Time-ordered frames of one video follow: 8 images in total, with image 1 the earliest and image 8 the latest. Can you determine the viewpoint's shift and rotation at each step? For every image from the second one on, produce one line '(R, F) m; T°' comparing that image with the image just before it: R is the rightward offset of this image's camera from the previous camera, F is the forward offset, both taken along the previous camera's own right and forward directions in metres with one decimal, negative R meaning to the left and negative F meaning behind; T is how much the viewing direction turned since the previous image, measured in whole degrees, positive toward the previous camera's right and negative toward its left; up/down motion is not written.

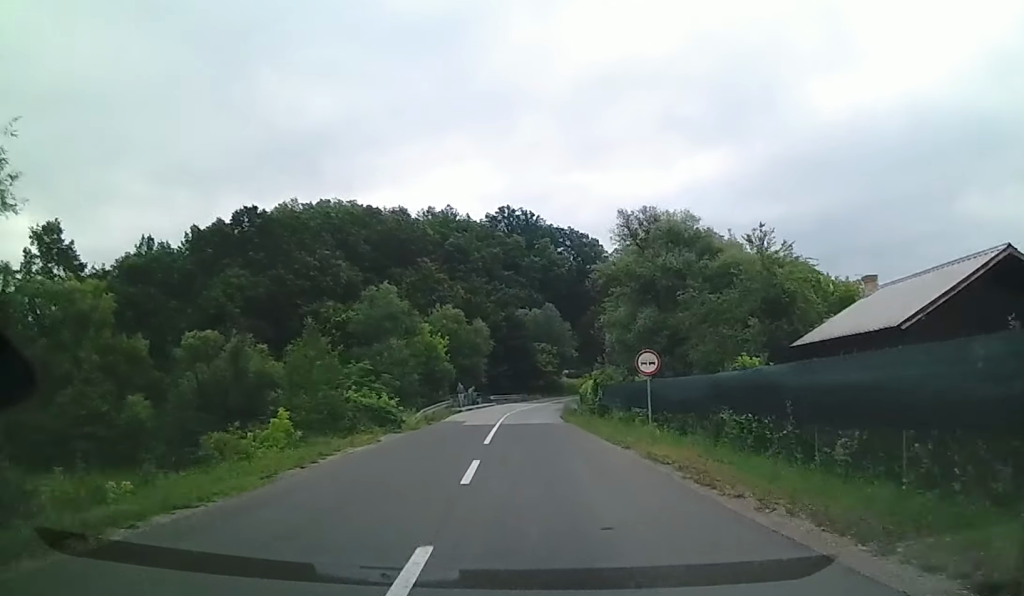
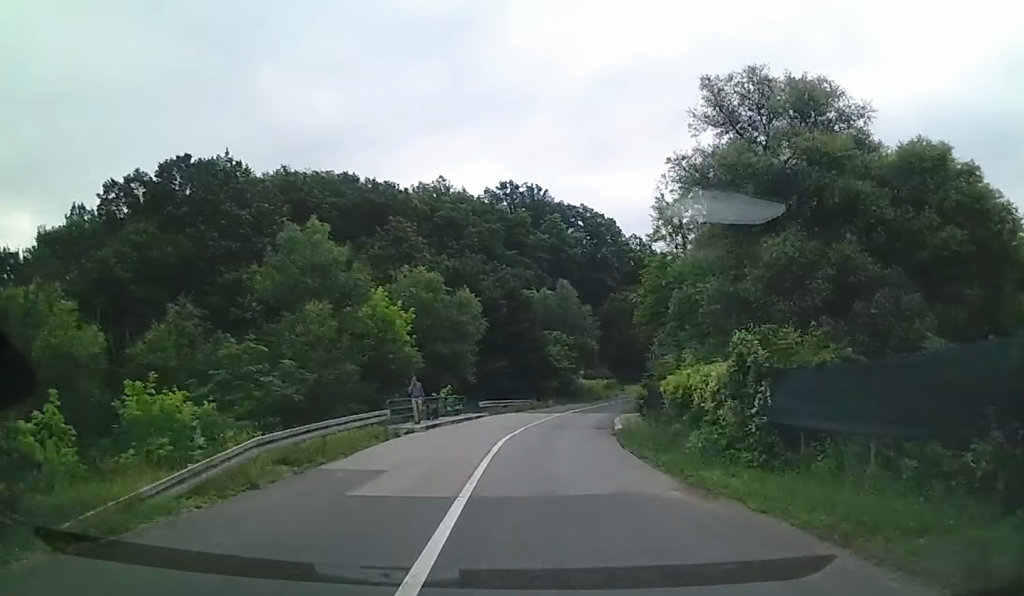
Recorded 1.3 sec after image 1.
(-0.2, +22.6) m; +1°
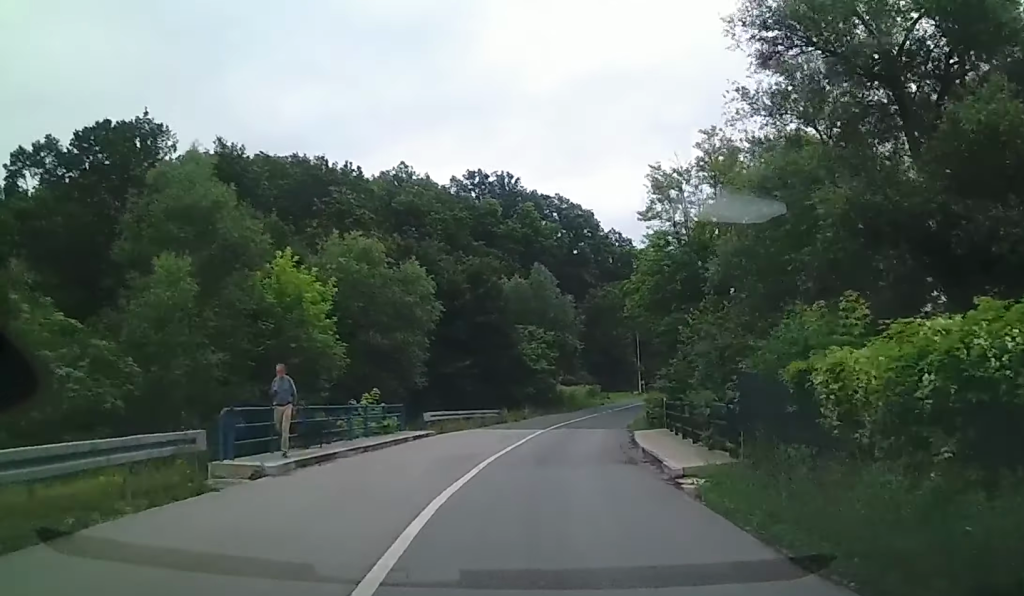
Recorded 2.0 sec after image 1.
(-0.1, +11.9) m; +2°
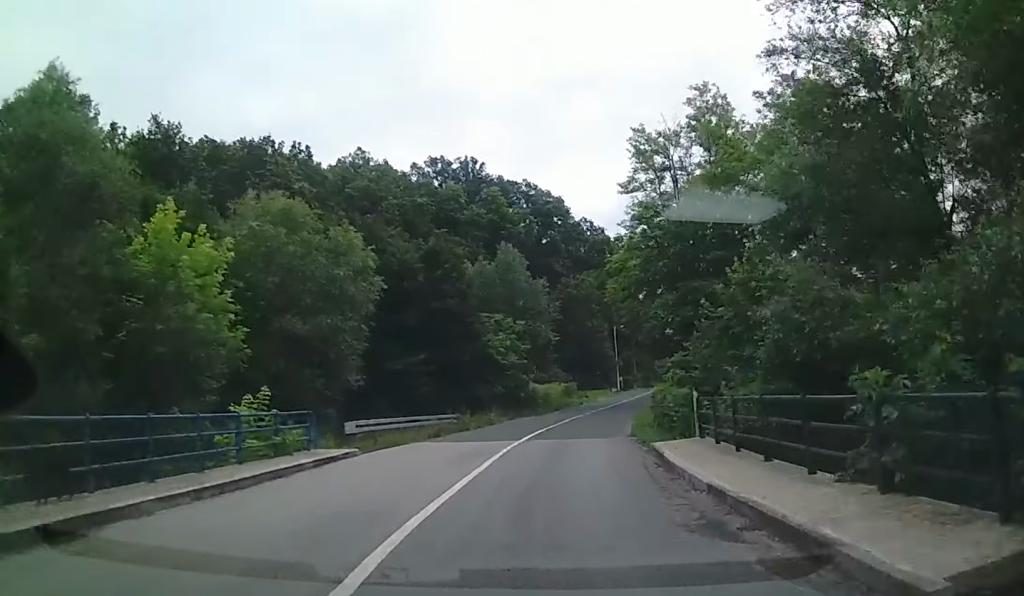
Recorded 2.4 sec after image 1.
(+0.3, +7.4) m; +3°
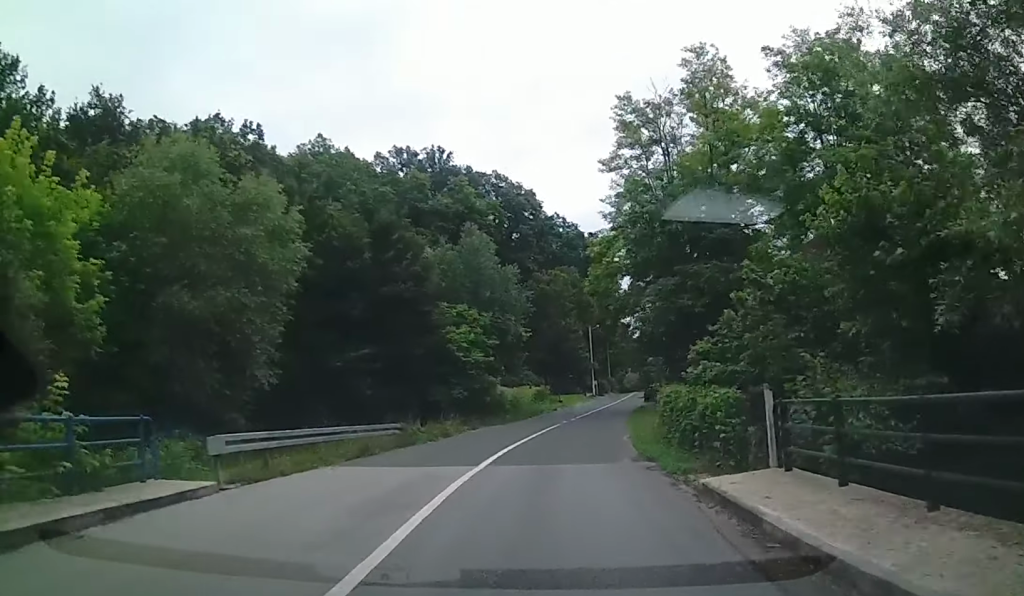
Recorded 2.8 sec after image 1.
(0.0, +6.4) m; +2°
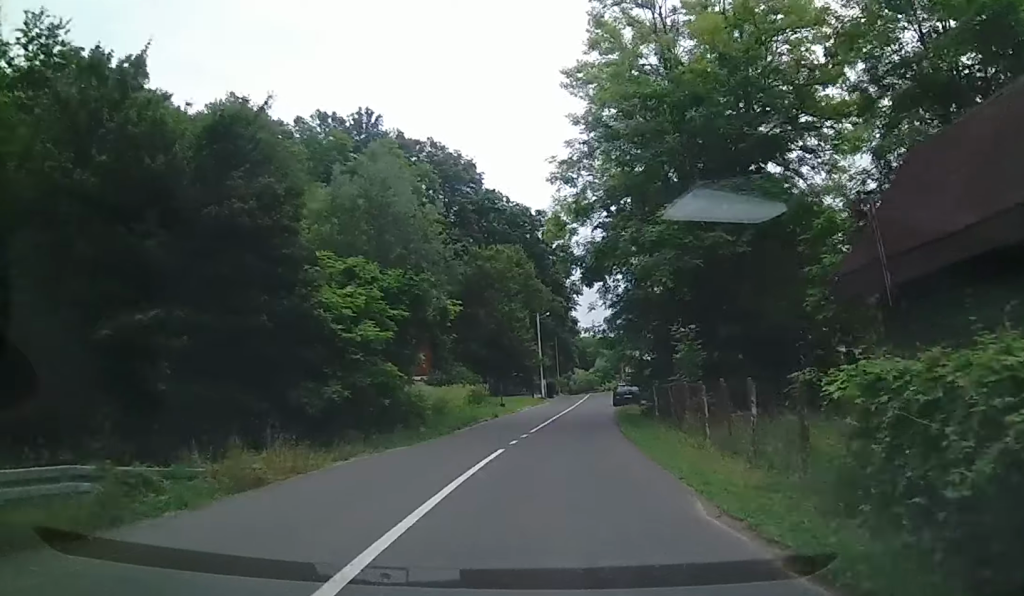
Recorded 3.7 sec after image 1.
(+0.8, +13.4) m; +5°
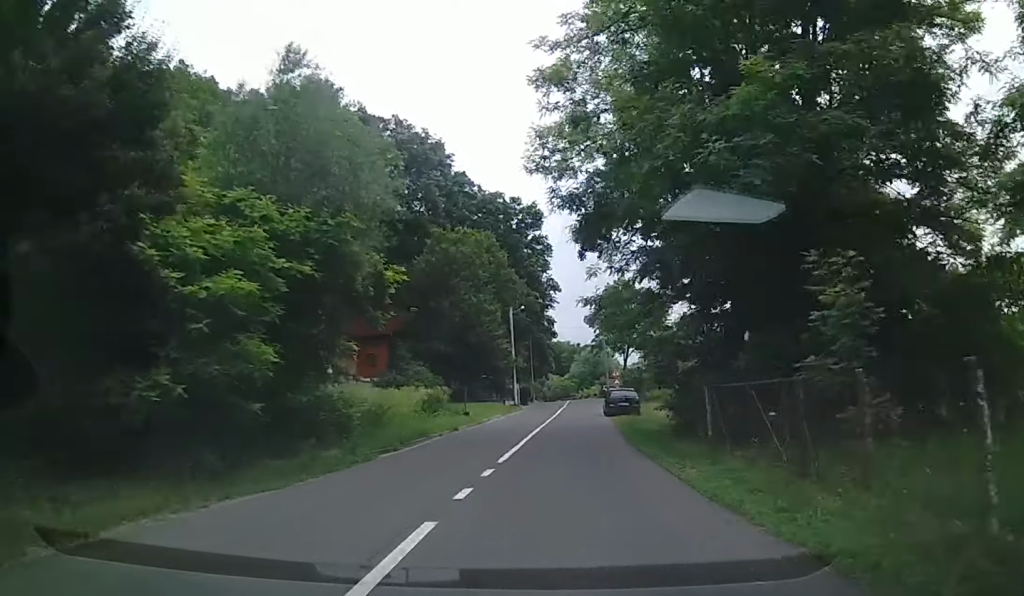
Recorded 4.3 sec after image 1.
(+0.2, +8.7) m; +3°
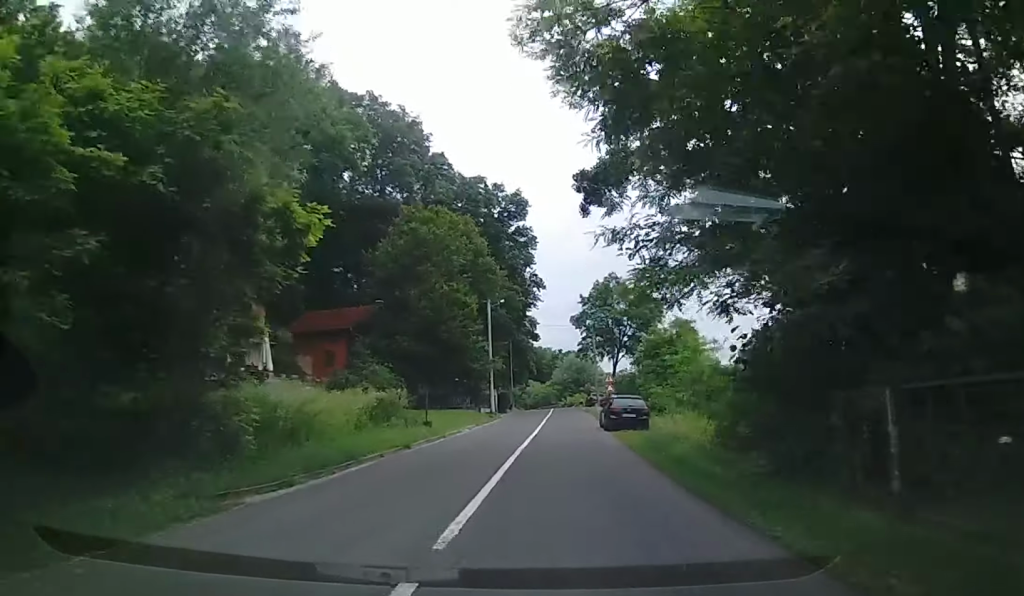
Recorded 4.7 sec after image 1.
(0.0, +7.1) m; +2°
